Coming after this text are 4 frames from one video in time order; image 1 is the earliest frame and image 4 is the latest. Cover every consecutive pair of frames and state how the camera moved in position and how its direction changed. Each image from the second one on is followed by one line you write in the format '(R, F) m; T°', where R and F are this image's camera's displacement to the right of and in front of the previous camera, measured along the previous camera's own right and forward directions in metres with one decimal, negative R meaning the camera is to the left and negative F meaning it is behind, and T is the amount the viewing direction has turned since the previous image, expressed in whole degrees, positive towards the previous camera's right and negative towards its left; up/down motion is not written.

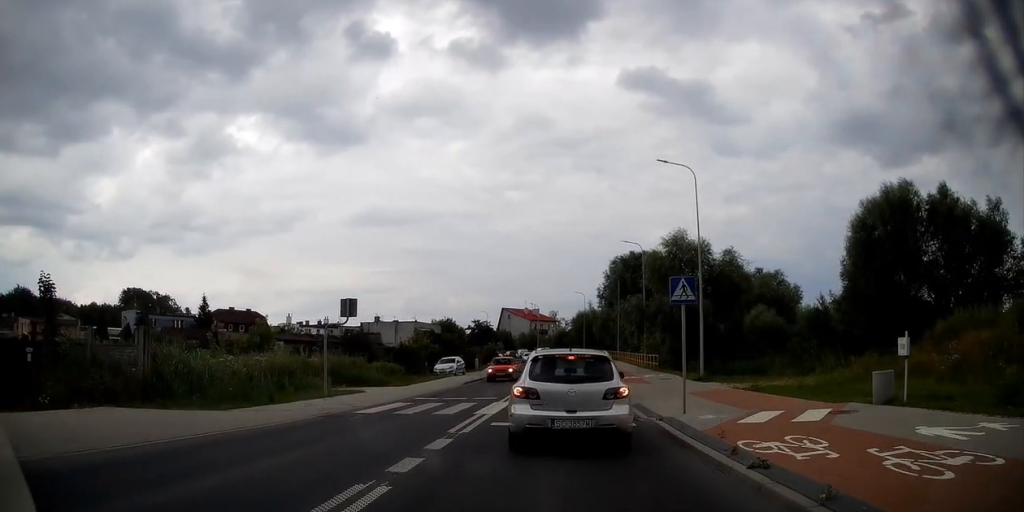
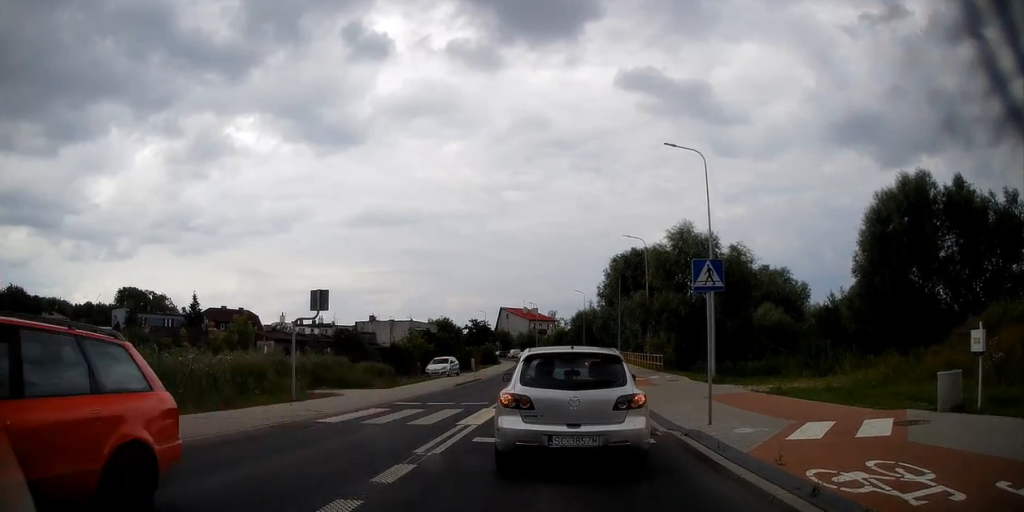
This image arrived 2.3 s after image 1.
(0.0, +3.9) m; +1°
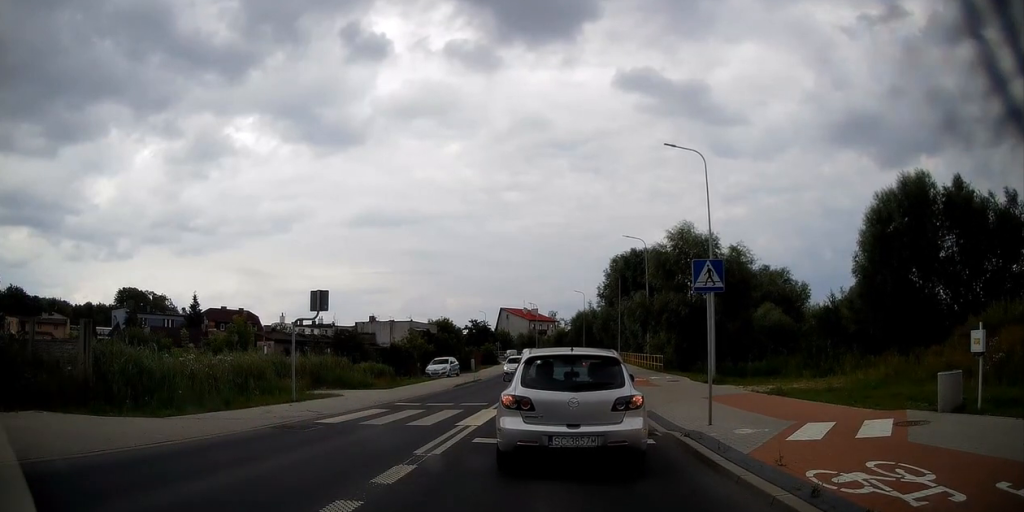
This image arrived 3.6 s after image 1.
(+0.1, +0.6) m; 0°
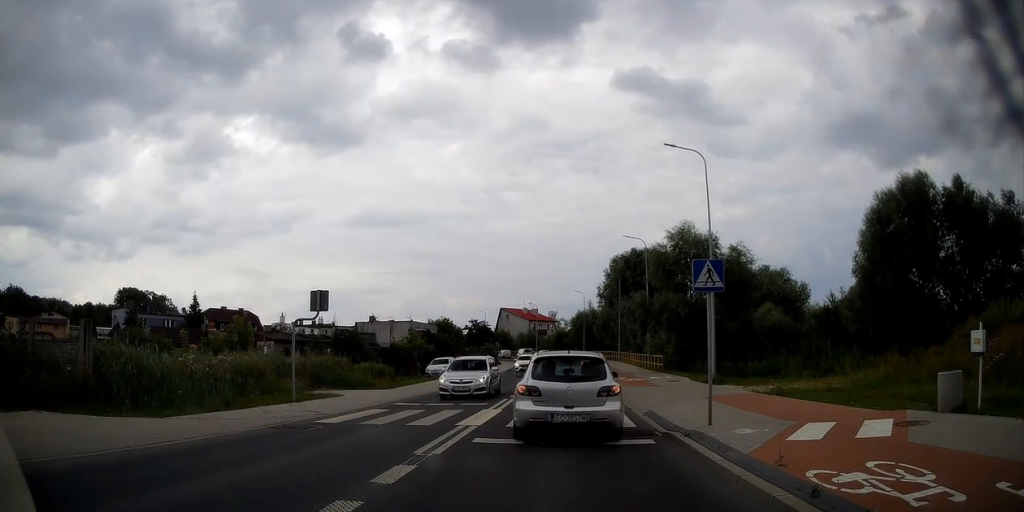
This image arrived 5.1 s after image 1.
(+0.2, +0.2) m; 0°
